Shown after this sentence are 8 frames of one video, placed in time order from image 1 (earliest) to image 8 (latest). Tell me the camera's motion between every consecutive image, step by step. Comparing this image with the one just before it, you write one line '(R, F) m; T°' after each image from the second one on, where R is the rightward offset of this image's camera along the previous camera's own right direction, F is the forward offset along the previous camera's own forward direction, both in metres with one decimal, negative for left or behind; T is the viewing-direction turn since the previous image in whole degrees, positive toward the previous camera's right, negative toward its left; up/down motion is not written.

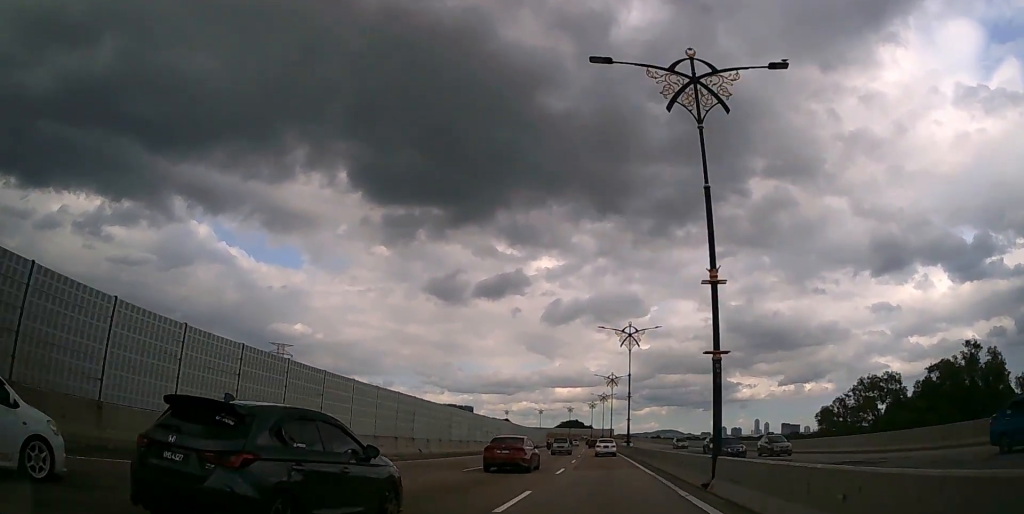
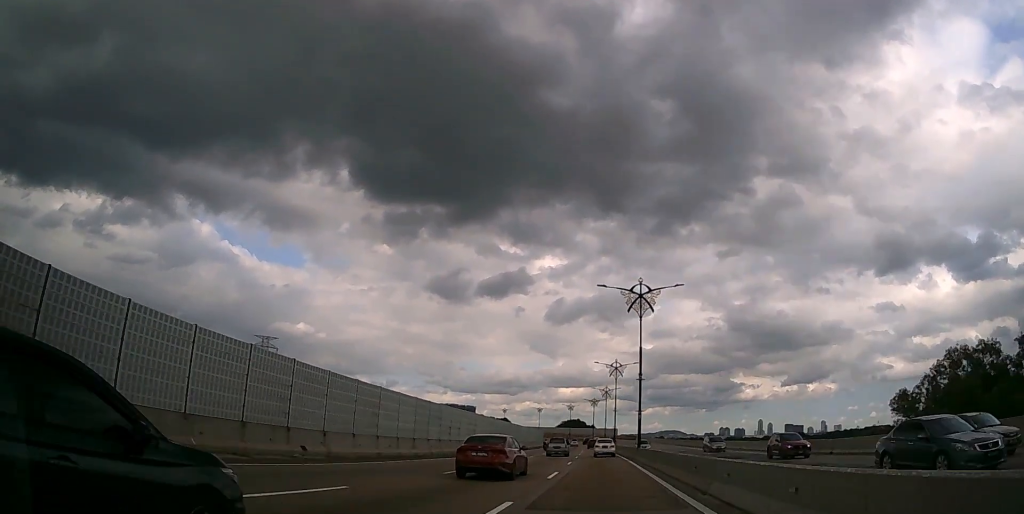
(0.0, +14.1) m; 0°
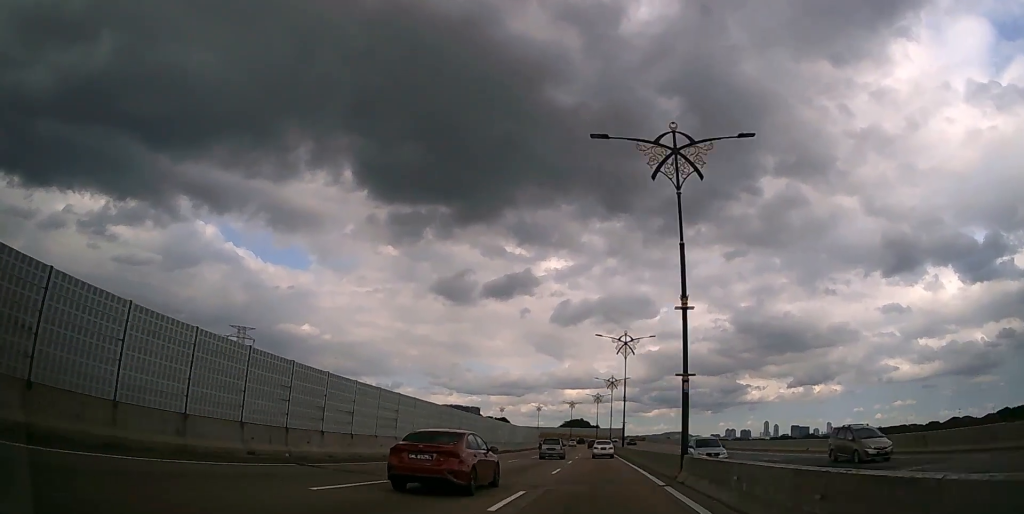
(-0.1, +21.4) m; -1°
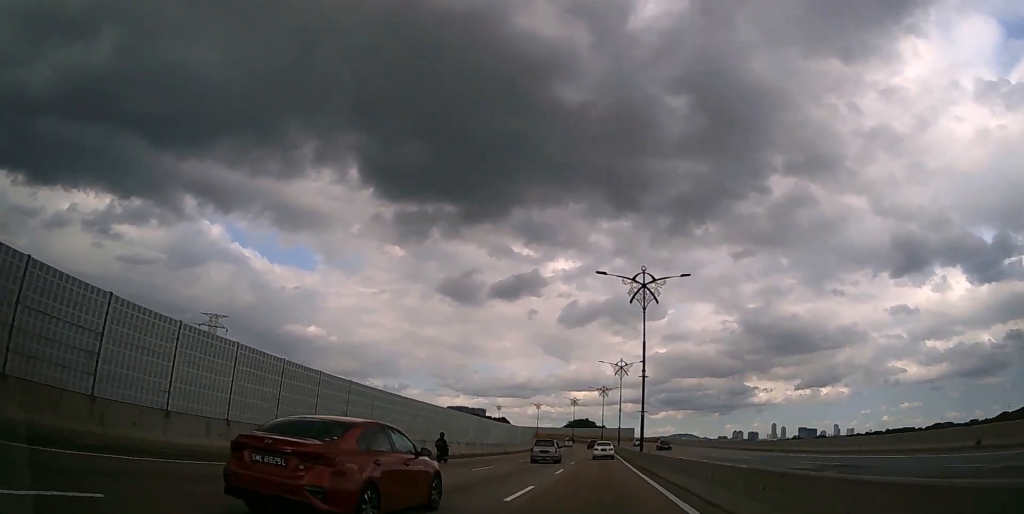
(-0.1, +22.1) m; -1°
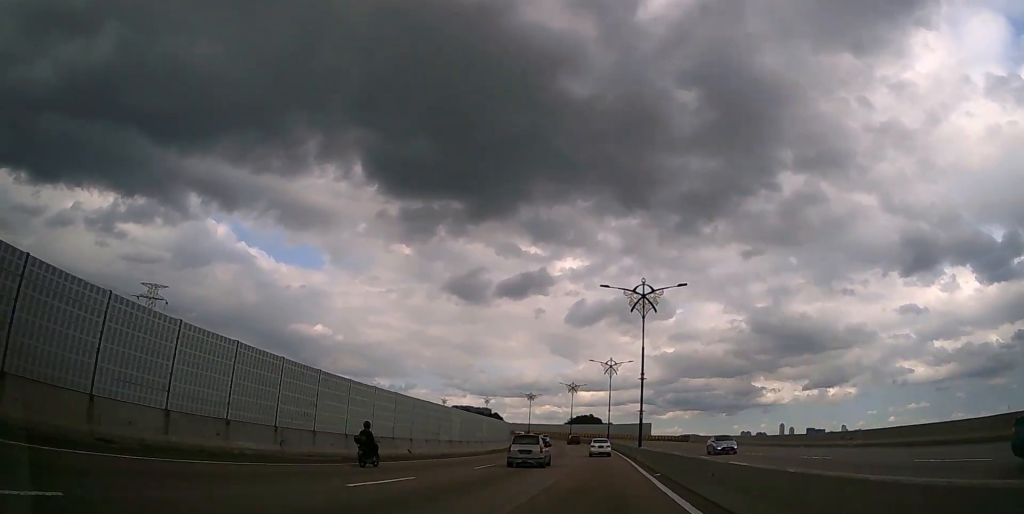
(-0.2, +36.7) m; -1°
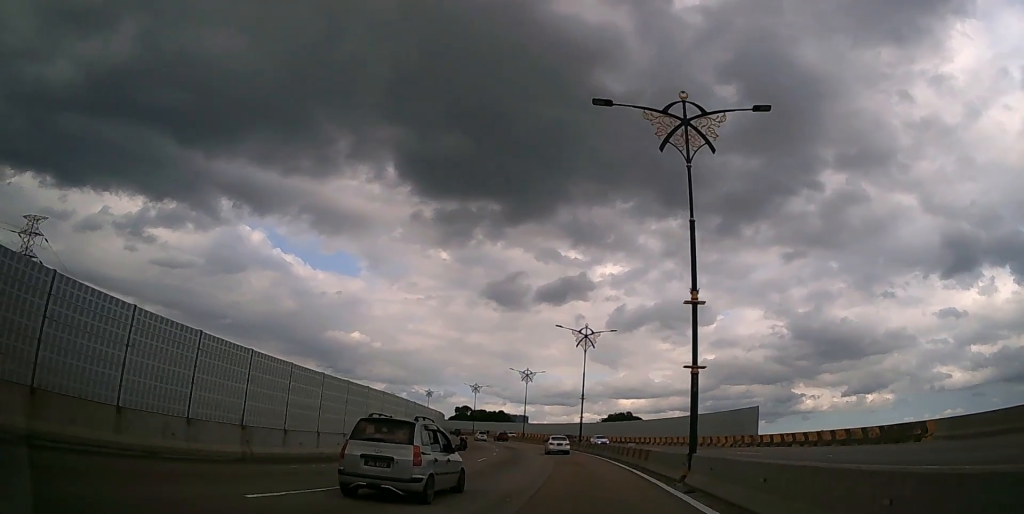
(-0.7, +63.4) m; -3°
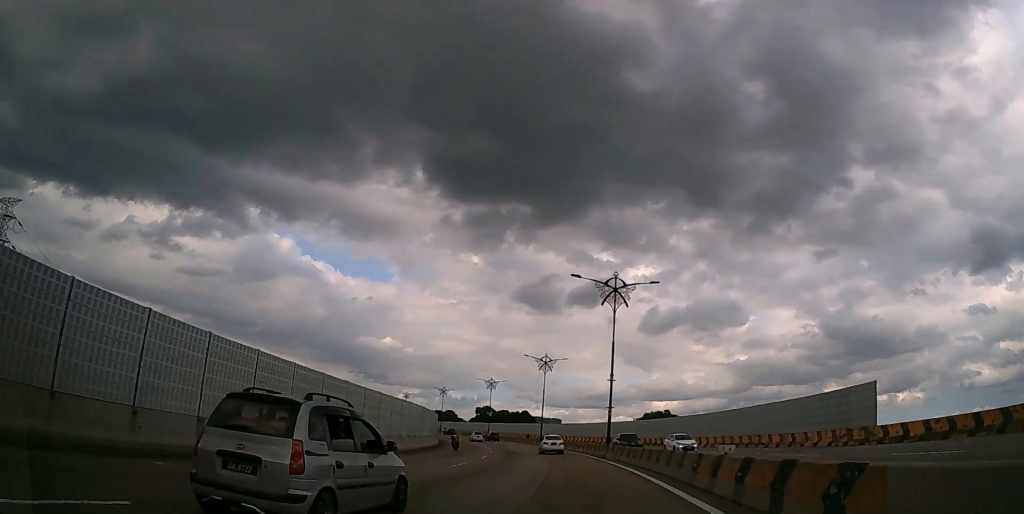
(-0.3, +17.8) m; -3°
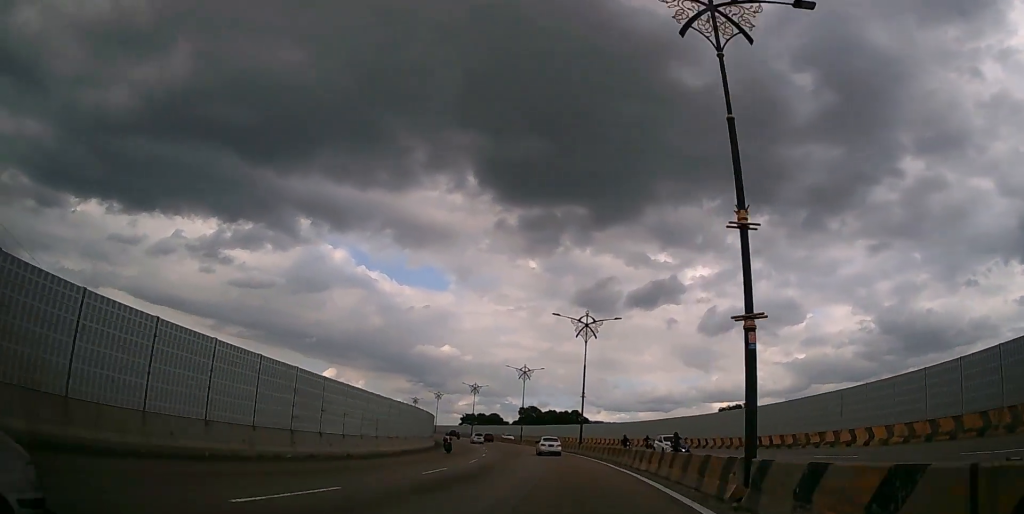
(-1.4, +27.4) m; -6°
